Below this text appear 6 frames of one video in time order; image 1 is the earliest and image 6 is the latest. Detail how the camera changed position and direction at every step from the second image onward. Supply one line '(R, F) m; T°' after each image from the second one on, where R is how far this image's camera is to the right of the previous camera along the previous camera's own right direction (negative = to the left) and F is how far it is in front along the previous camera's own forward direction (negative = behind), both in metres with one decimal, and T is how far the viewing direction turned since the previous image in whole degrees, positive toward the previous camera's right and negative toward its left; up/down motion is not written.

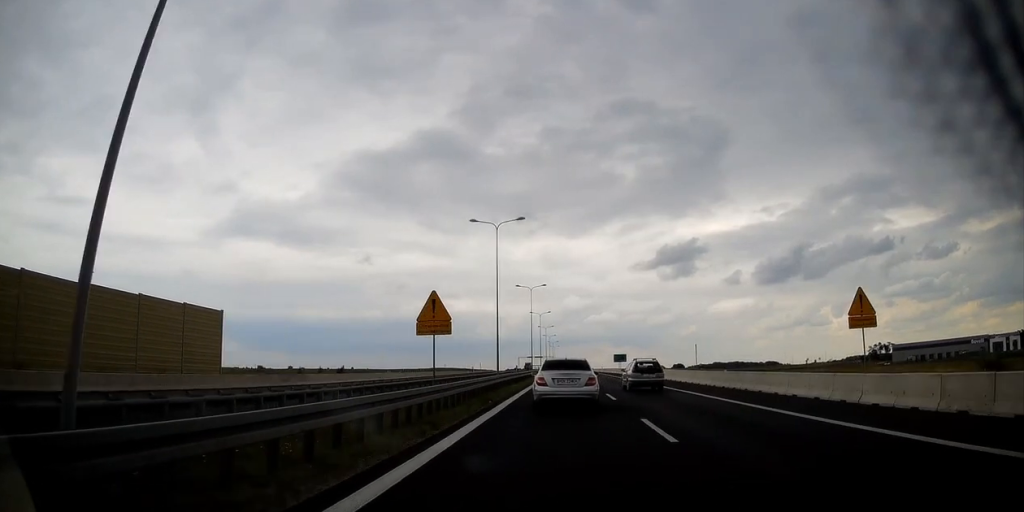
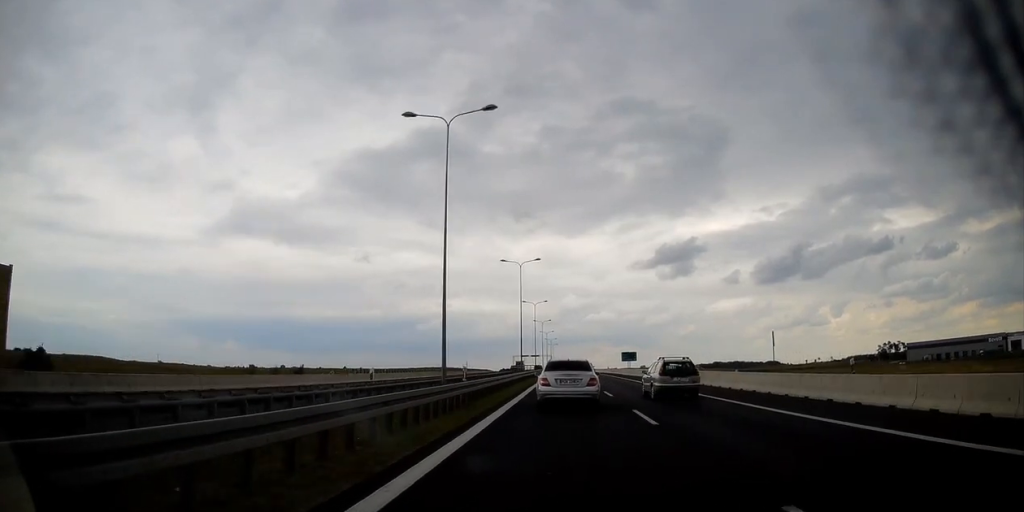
(+0.1, +20.8) m; 0°
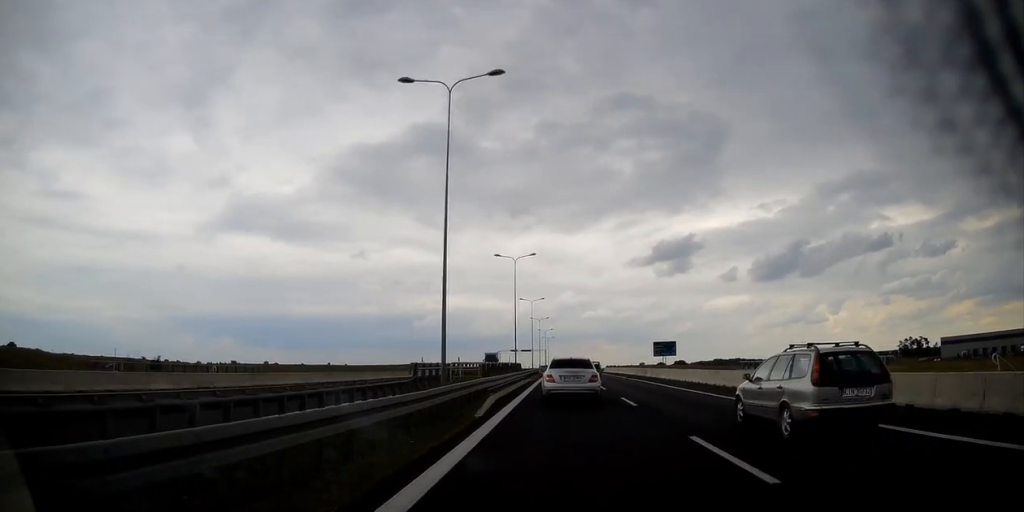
(-0.3, +42.8) m; -1°
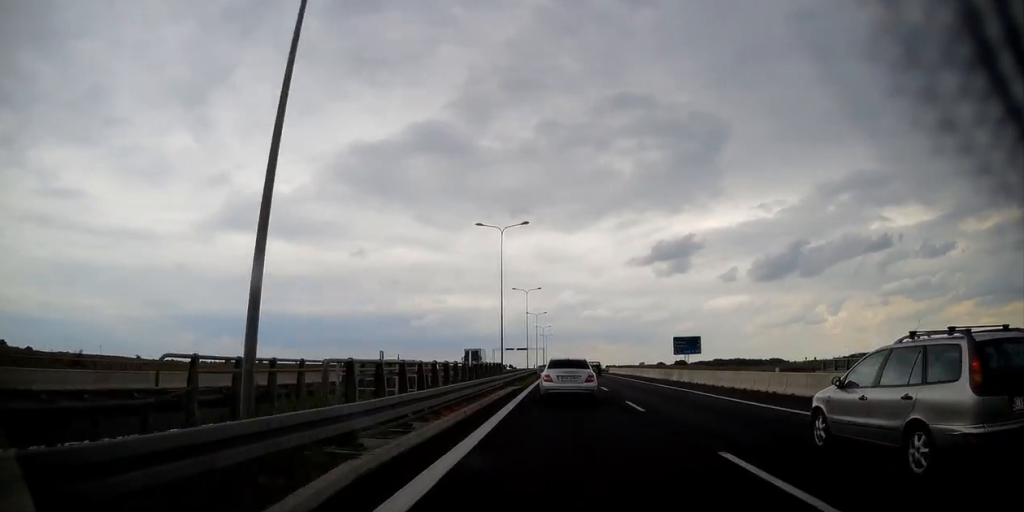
(-0.1, +14.0) m; 0°
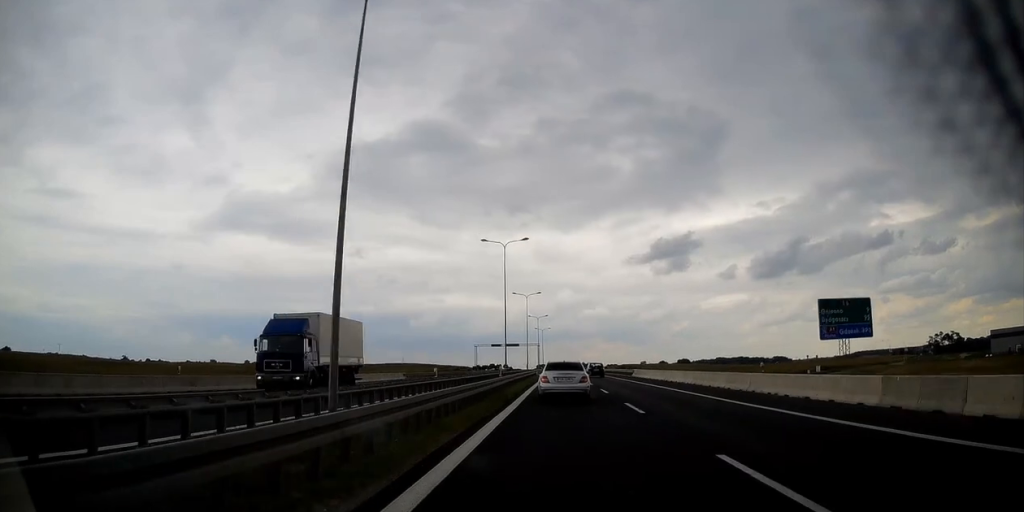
(+0.4, +36.0) m; +1°
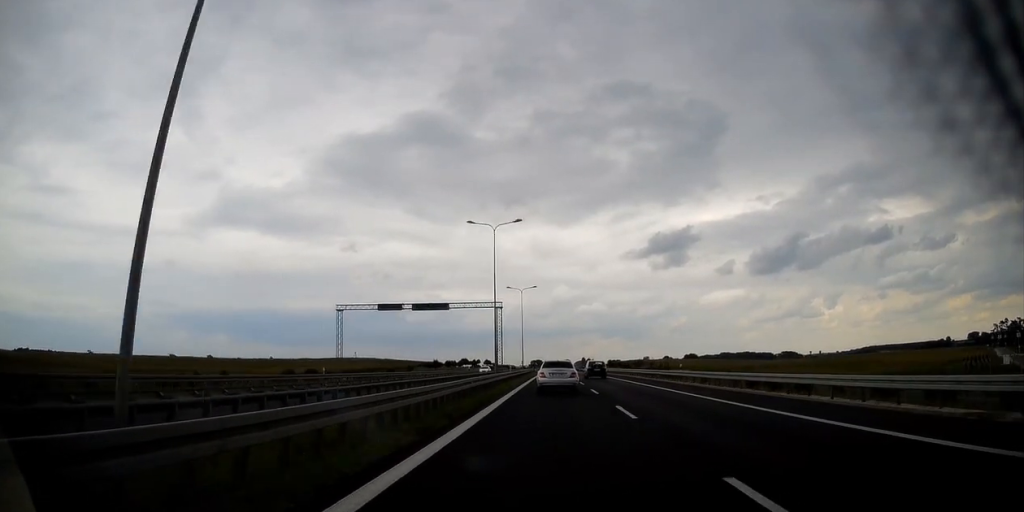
(+0.5, +85.7) m; +1°
